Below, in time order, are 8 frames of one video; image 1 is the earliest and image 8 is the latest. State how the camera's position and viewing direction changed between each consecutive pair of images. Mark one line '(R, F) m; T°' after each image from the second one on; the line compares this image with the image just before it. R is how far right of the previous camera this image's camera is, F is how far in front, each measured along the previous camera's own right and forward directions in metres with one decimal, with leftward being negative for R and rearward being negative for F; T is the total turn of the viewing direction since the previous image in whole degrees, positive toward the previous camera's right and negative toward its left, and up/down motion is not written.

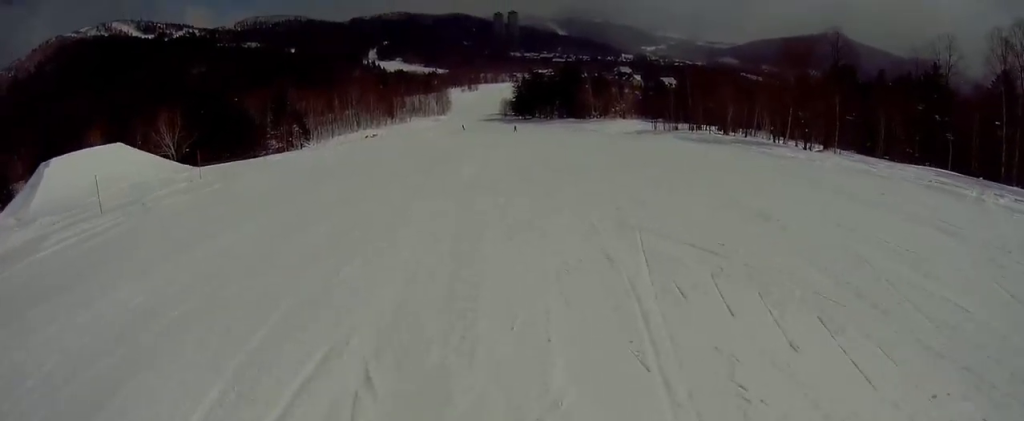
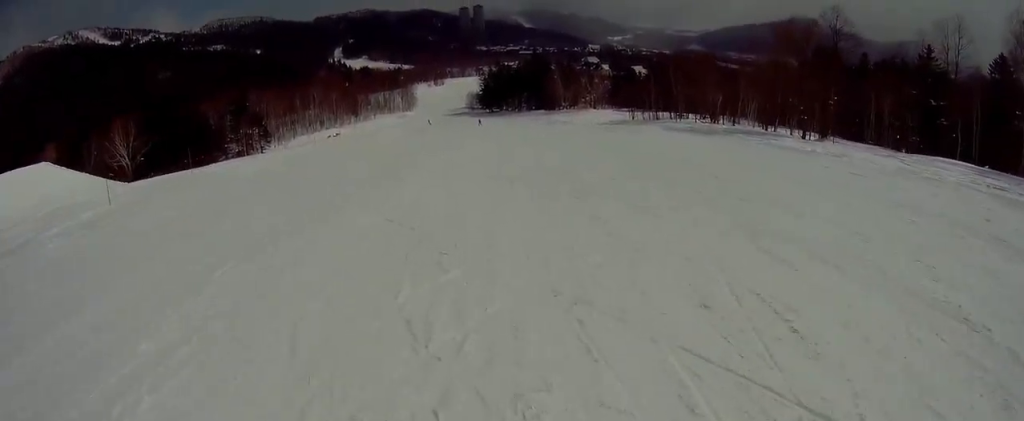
(-0.4, +5.8) m; -3°
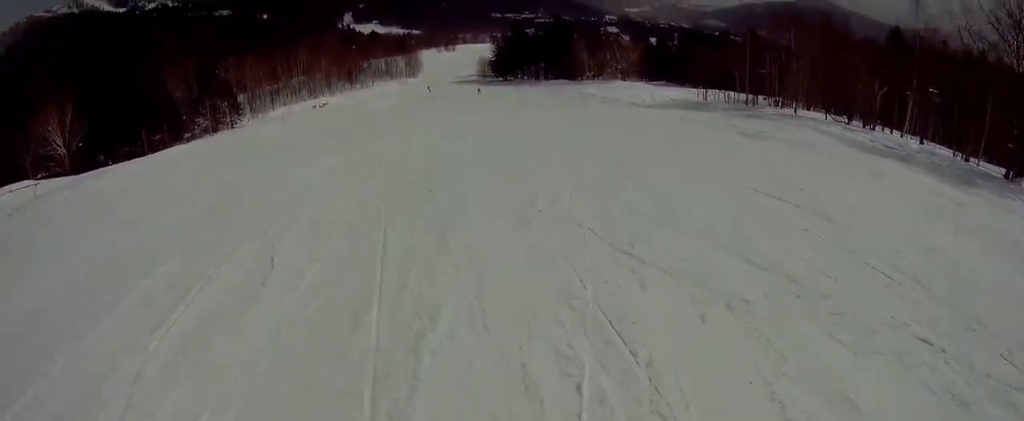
(-0.6, +23.1) m; -2°
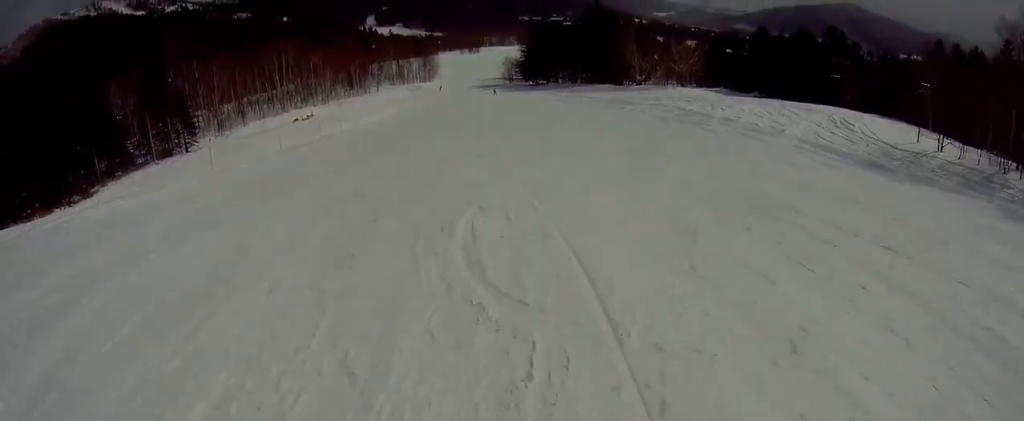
(+0.3, +32.2) m; +5°
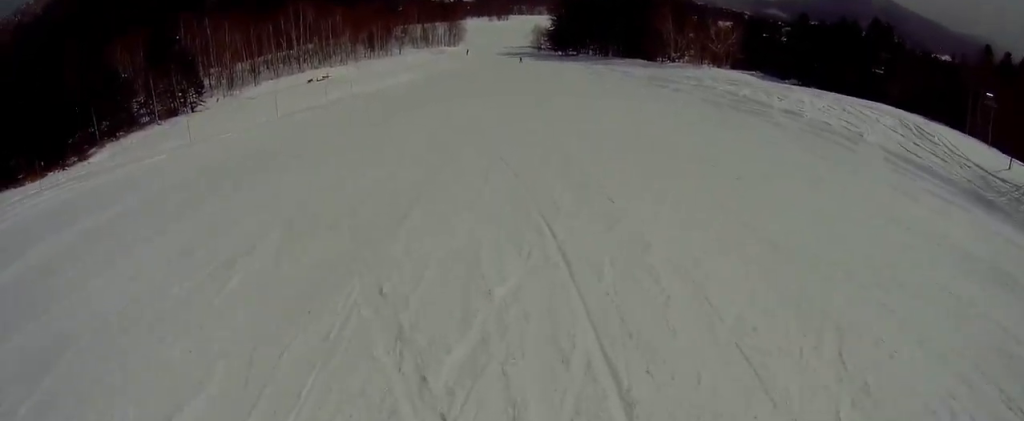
(+0.8, +5.9) m; 0°
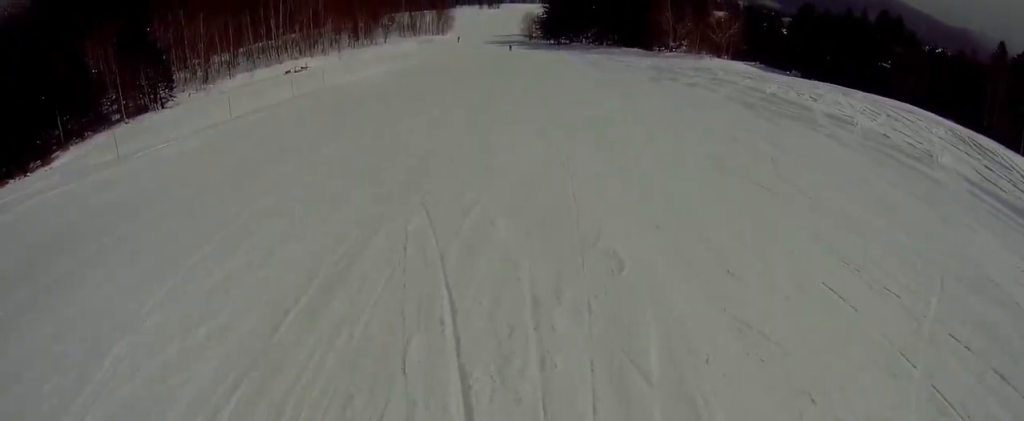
(+0.1, +6.4) m; -2°
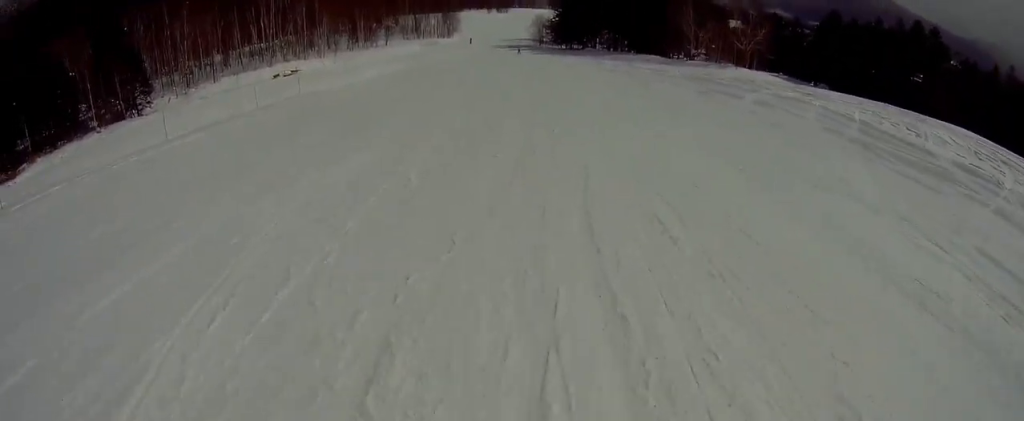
(-1.0, +9.3) m; -5°
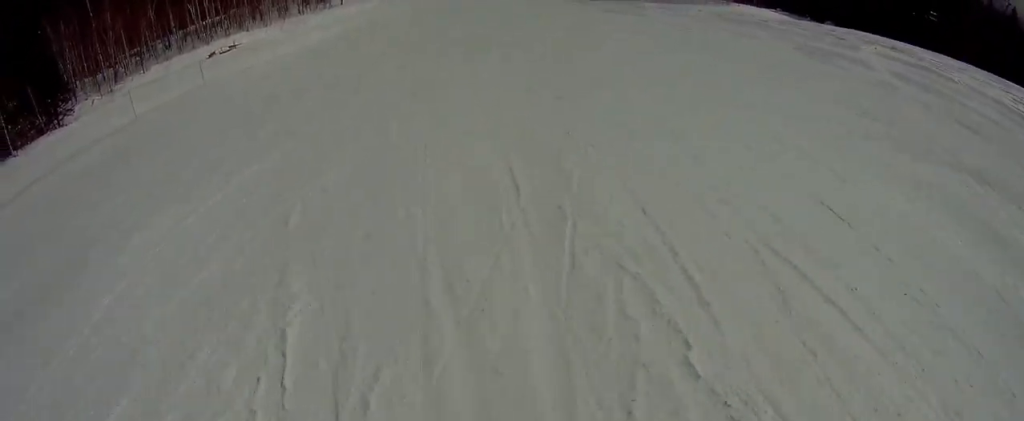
(-0.1, +12.0) m; -5°
